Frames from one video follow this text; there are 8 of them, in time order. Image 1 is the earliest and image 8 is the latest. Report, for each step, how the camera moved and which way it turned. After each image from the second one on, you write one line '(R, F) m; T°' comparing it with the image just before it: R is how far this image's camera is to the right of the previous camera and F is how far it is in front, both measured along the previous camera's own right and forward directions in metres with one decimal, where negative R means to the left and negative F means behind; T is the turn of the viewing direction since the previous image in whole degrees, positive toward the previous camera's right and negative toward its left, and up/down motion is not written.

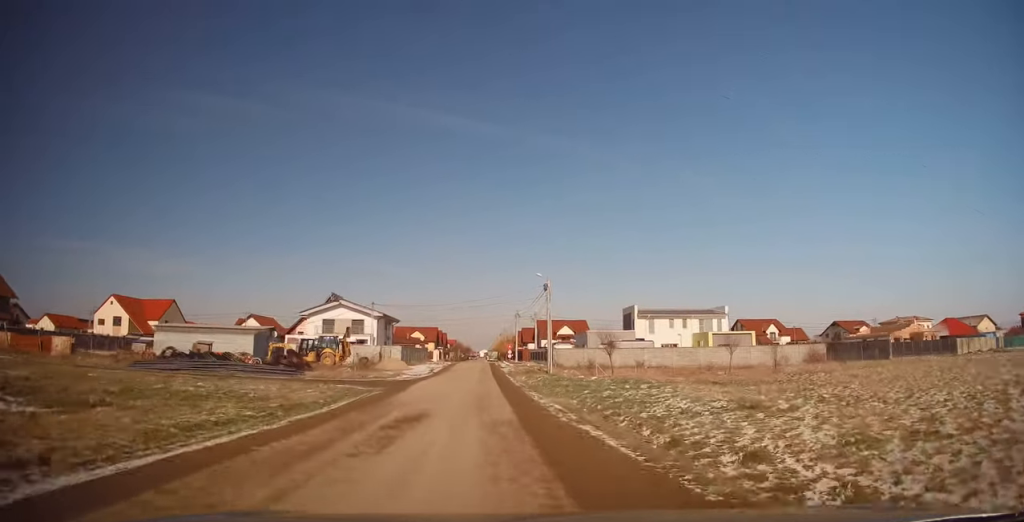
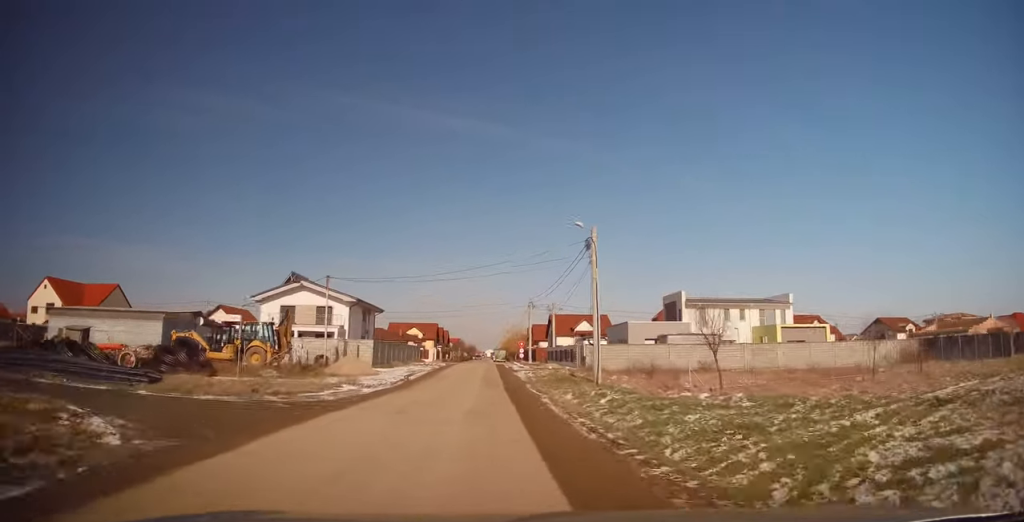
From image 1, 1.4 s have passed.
(-0.1, +17.6) m; -2°
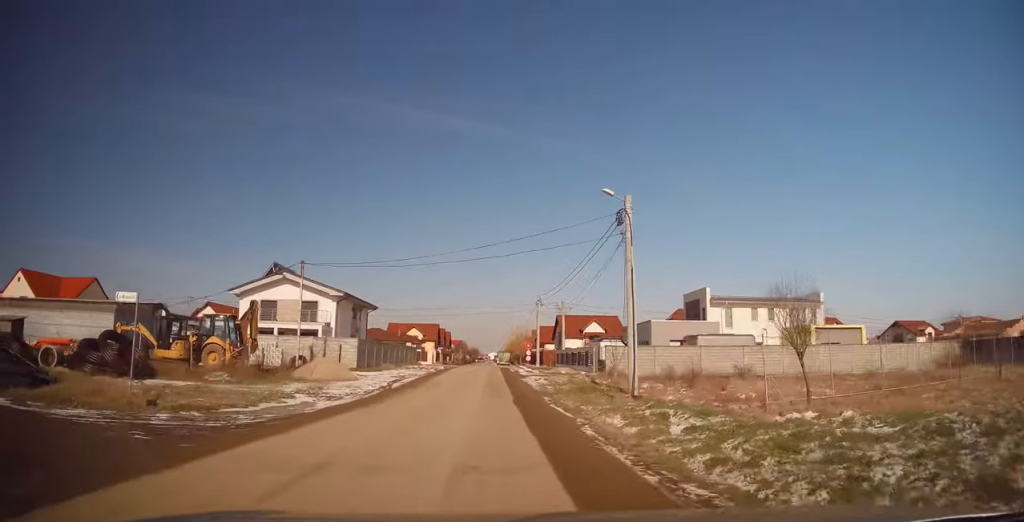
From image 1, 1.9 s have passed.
(-0.1, +6.2) m; -1°
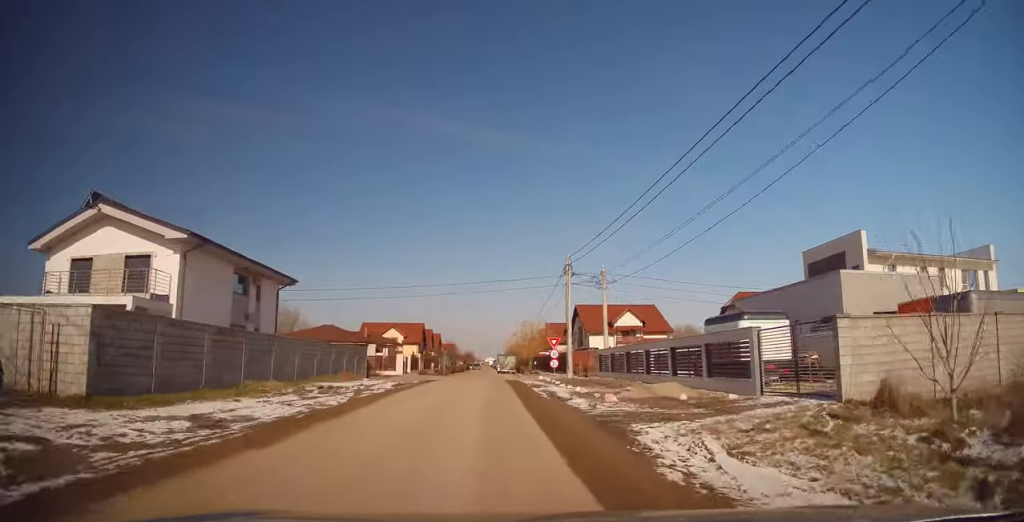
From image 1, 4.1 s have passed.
(+0.3, +25.8) m; +2°
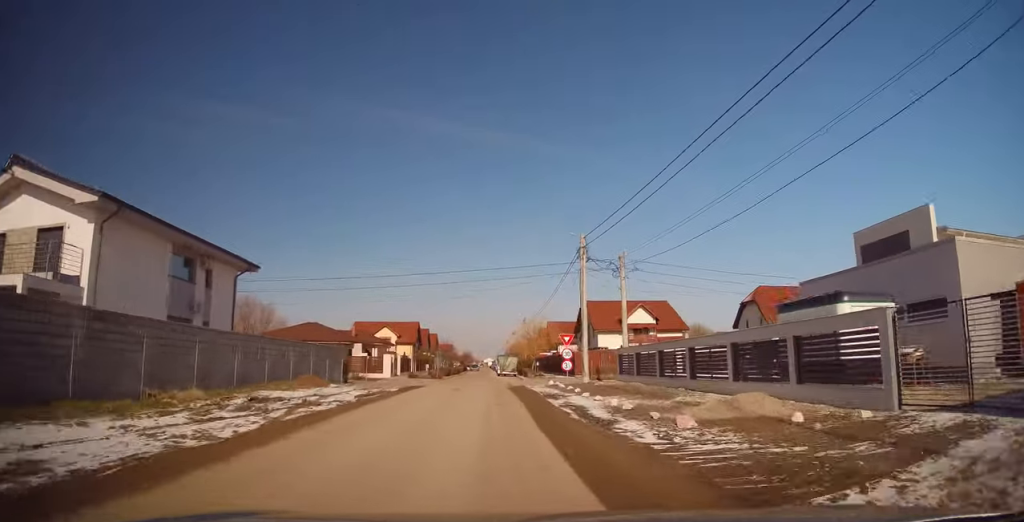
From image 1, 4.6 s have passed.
(+0.1, +6.1) m; 0°
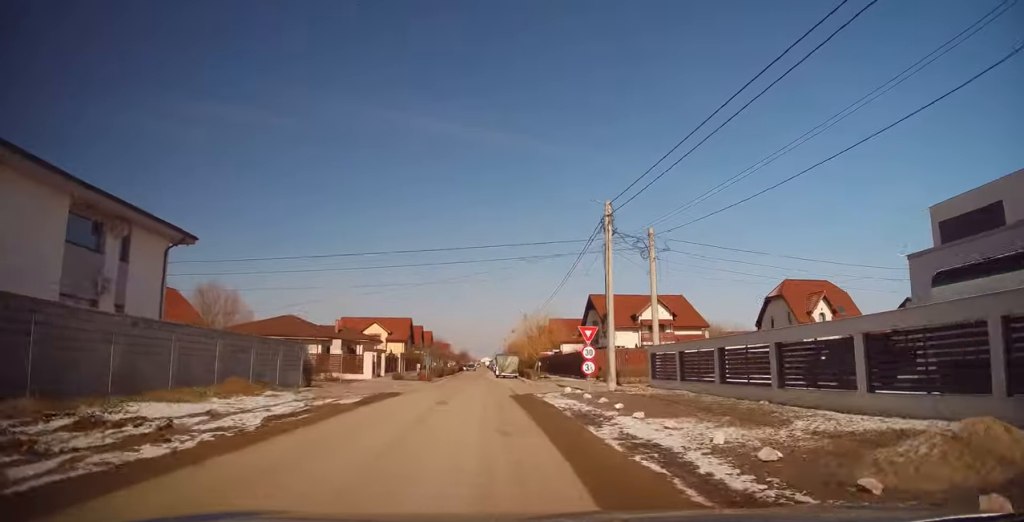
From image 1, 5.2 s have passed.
(-0.2, +6.9) m; -1°
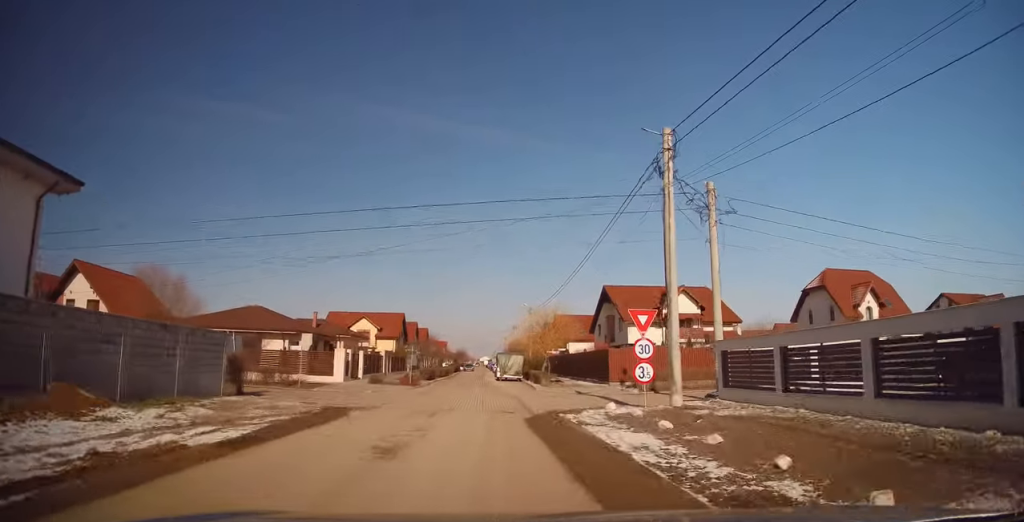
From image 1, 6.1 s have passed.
(0.0, +8.0) m; 0°
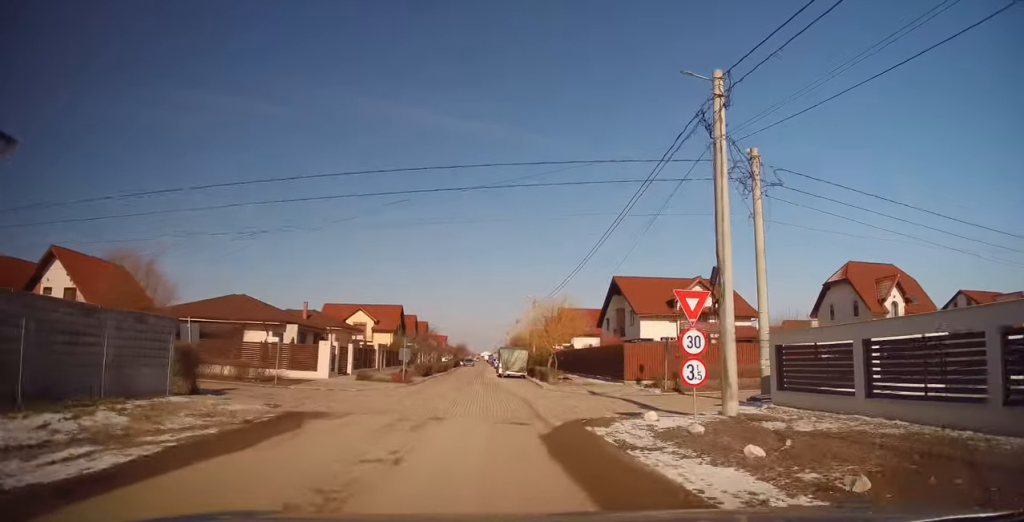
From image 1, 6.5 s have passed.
(0.0, +3.8) m; 0°
